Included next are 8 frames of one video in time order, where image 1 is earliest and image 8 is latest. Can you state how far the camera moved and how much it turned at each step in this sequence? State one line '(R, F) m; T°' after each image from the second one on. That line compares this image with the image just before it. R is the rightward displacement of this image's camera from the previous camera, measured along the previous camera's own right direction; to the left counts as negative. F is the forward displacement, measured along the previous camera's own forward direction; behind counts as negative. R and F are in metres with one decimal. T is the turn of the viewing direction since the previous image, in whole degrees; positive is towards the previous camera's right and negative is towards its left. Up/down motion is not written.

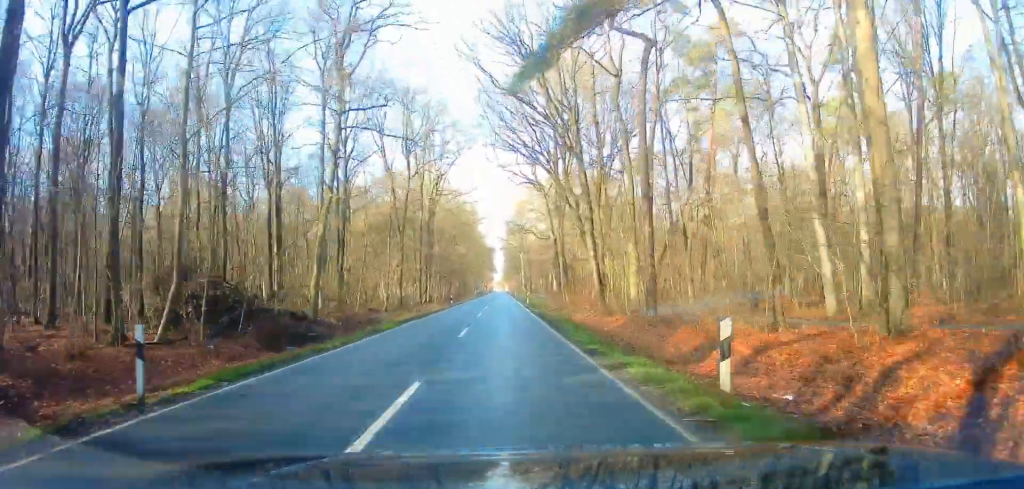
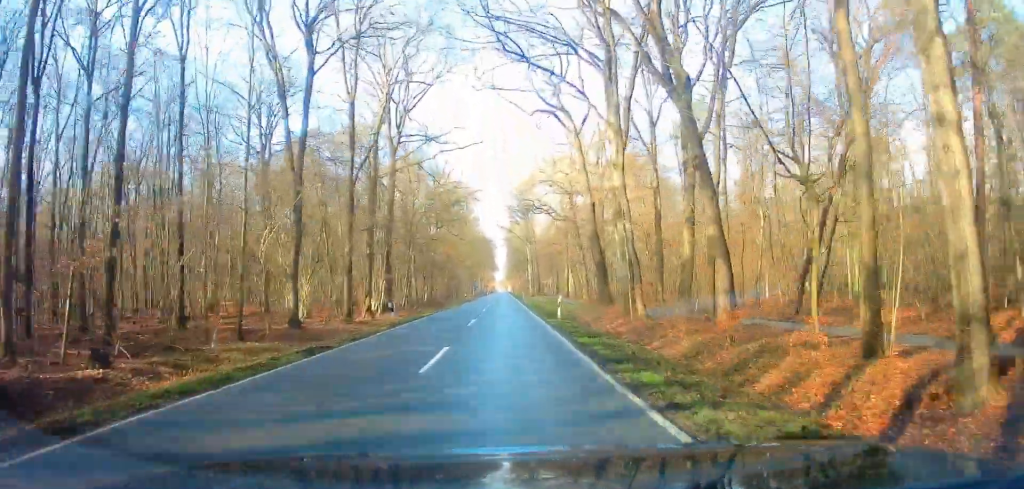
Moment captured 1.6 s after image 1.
(-0.2, +30.9) m; -1°
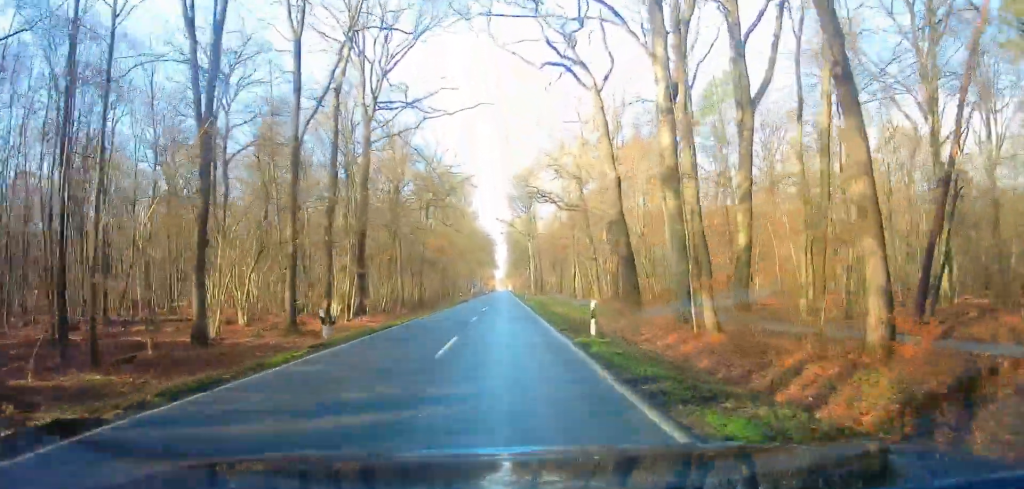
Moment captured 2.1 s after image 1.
(0.0, +9.7) m; 0°
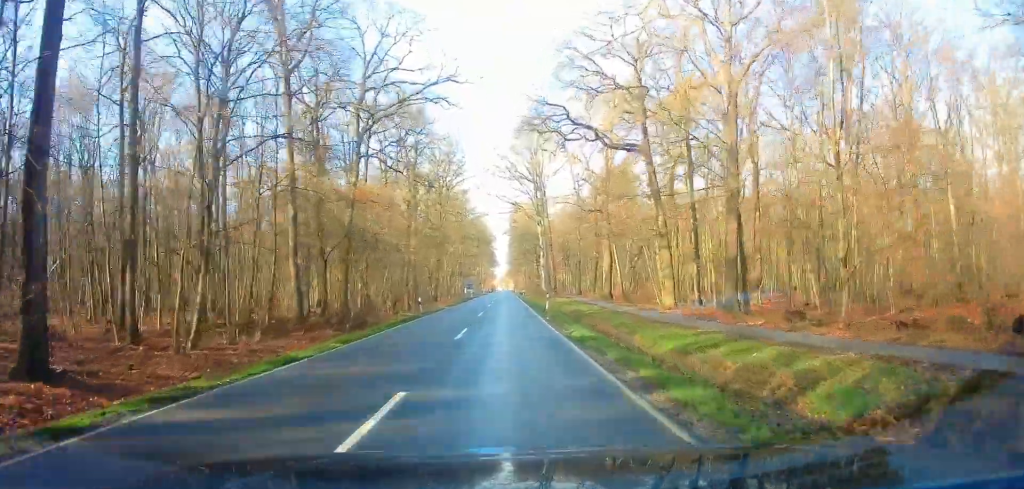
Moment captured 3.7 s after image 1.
(-0.2, +31.7) m; -2°
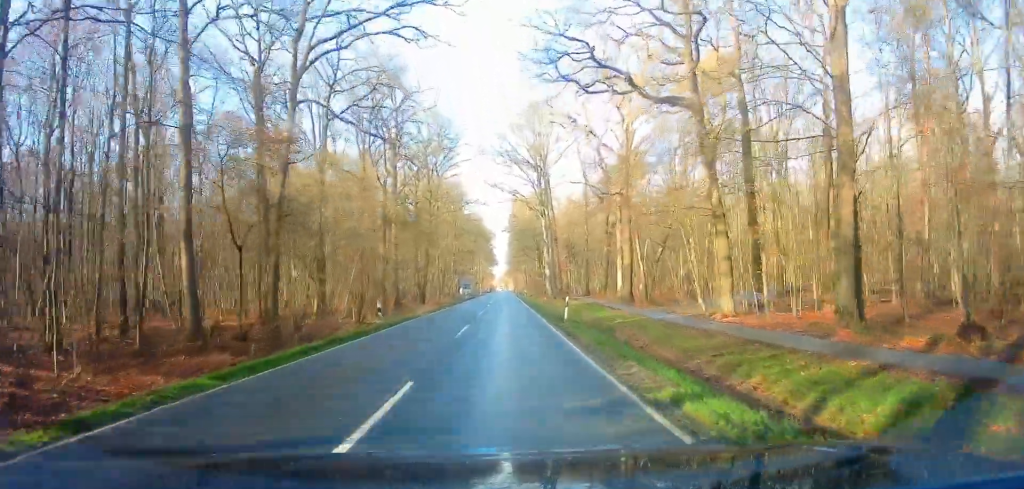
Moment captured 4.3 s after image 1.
(0.0, +11.1) m; -1°
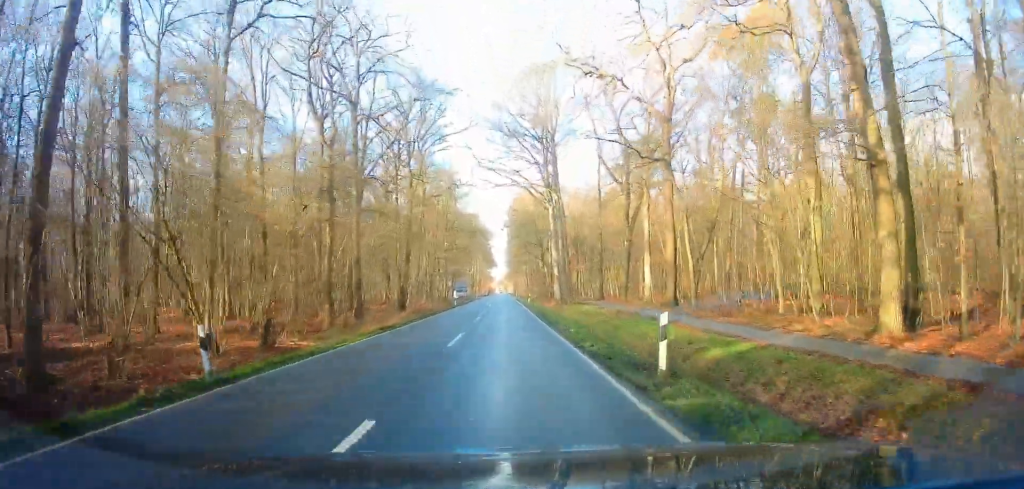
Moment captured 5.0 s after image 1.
(-0.2, +14.4) m; 0°
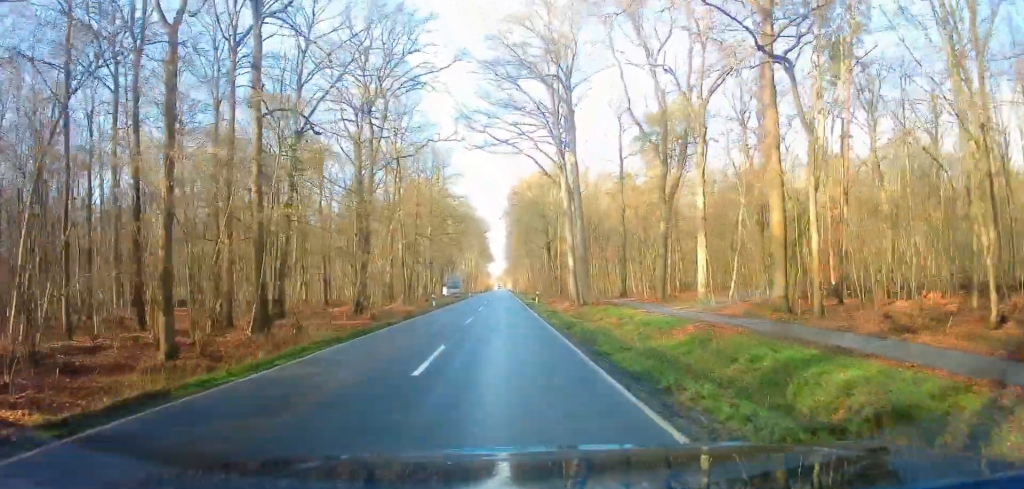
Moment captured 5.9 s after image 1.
(+0.1, +16.7) m; +1°
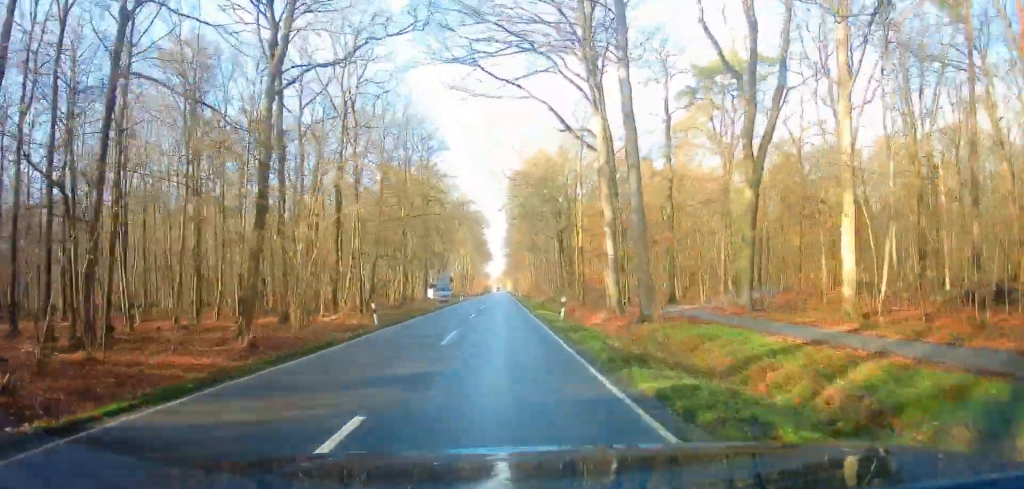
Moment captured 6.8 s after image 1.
(+0.2, +19.1) m; 0°
